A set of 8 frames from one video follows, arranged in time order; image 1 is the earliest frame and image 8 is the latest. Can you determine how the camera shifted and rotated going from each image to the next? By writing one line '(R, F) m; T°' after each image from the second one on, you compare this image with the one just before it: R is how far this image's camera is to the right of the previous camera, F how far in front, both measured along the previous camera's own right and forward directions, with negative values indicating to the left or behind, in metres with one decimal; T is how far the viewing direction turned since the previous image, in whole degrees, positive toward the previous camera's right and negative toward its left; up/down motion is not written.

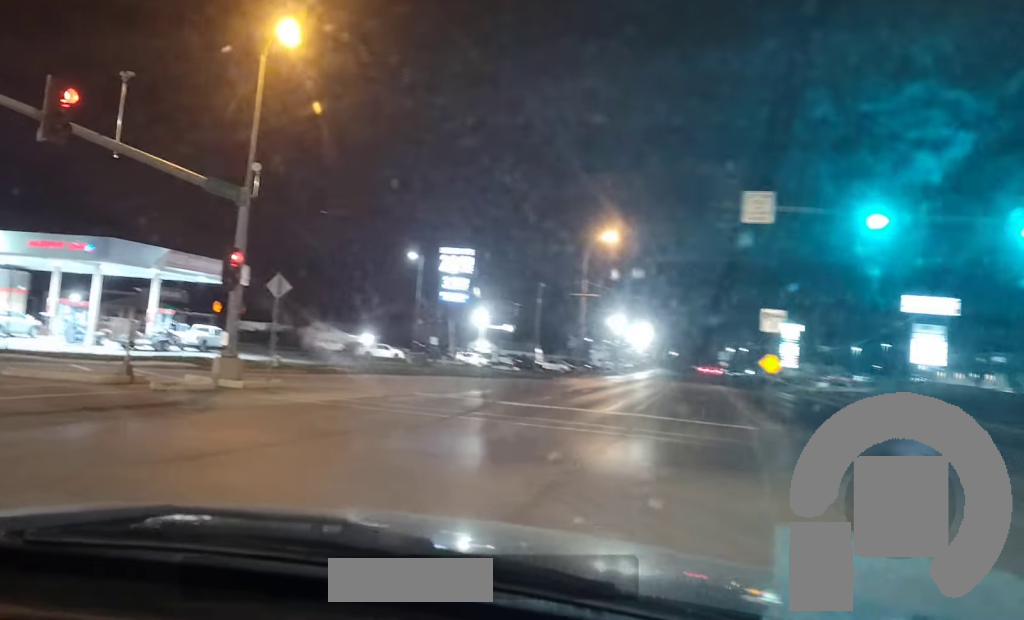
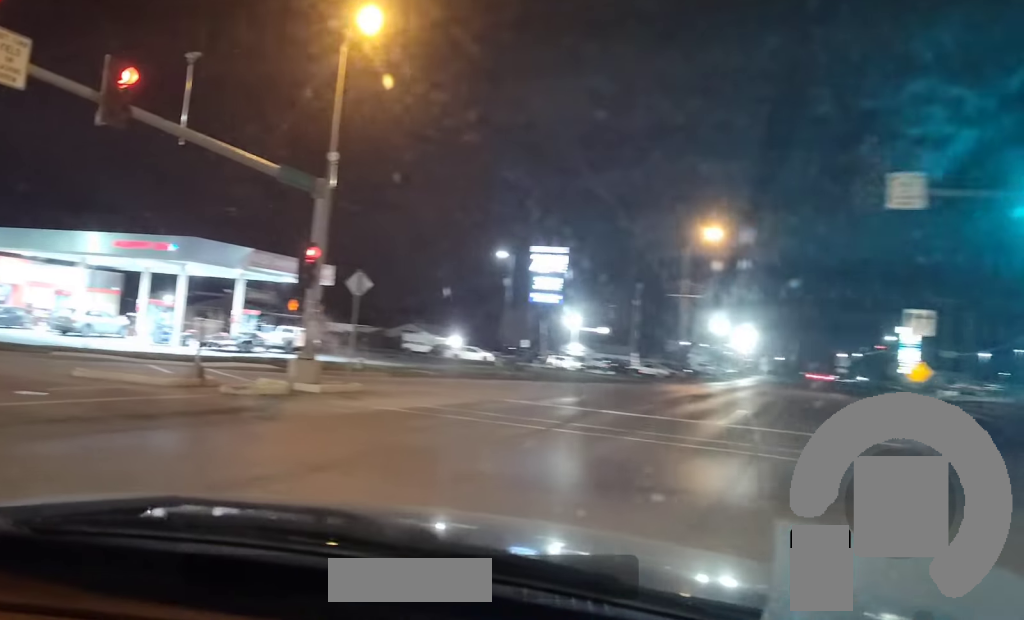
(-0.1, +2.0) m; -6°
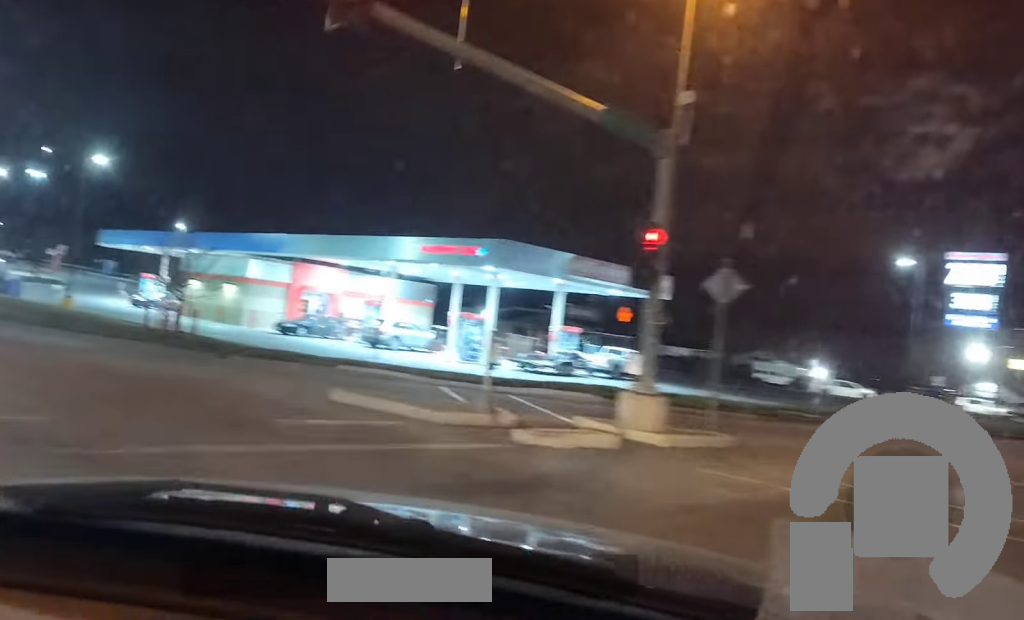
(-0.8, +6.3) m; -21°
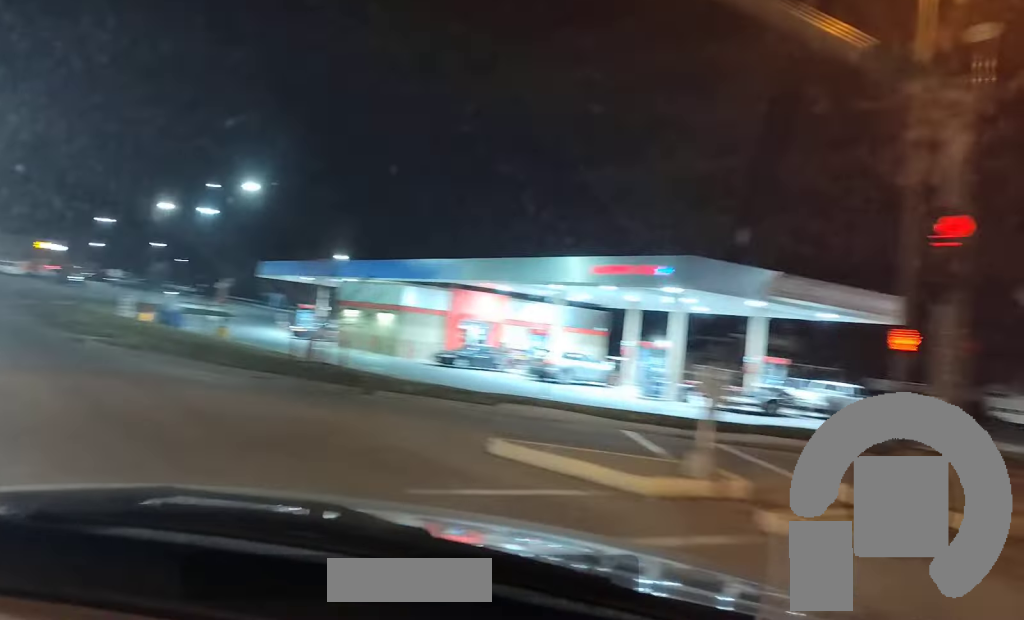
(-0.5, +3.4) m; -12°
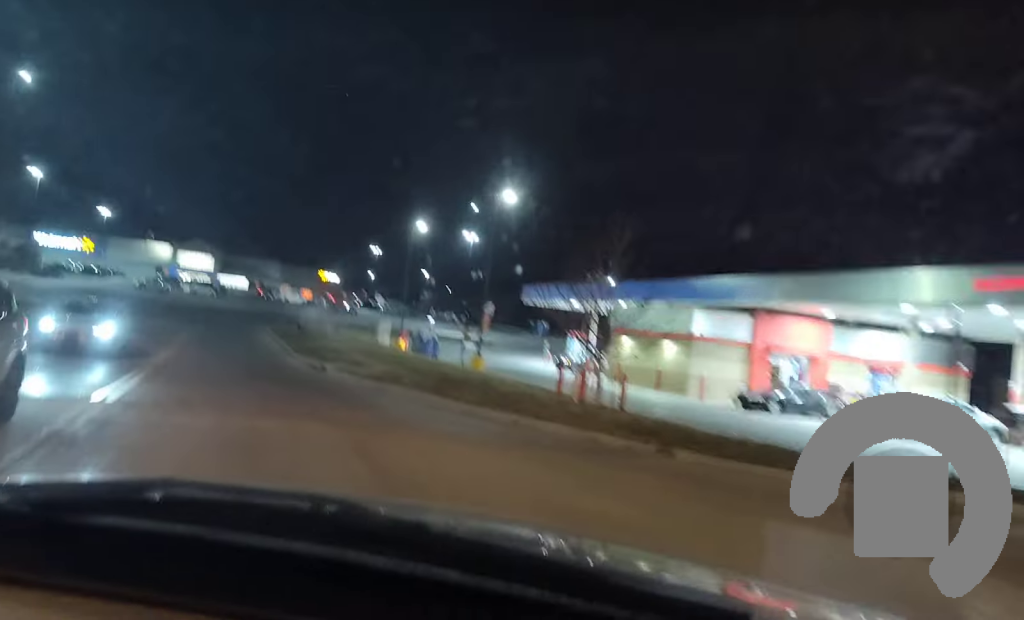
(-0.8, +5.3) m; -16°
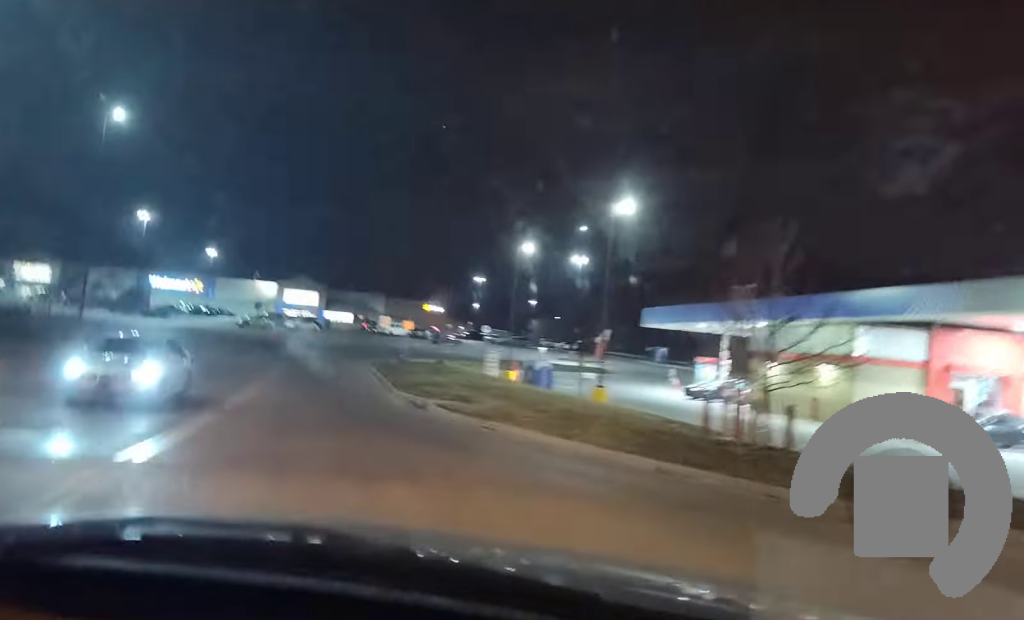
(-0.1, +3.5) m; -9°
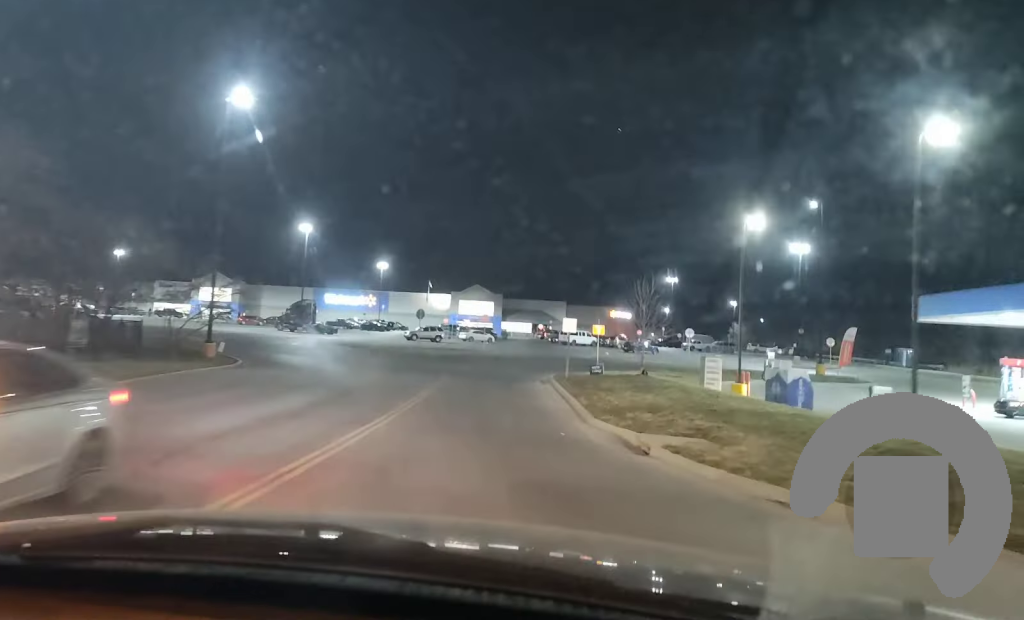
(-1.4, +9.2) m; -11°
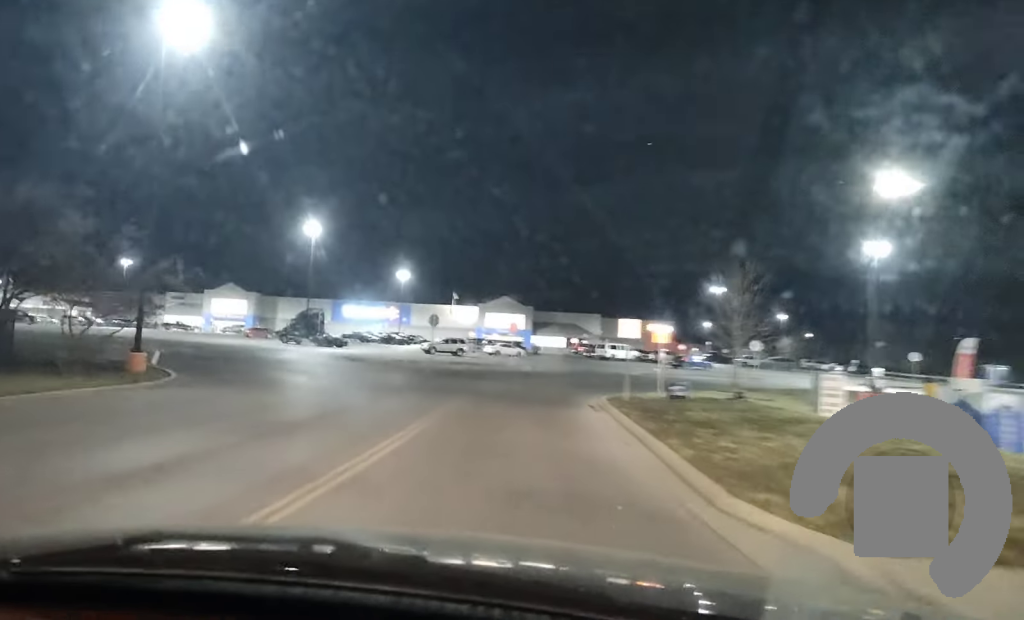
(-0.2, +9.8) m; -2°
